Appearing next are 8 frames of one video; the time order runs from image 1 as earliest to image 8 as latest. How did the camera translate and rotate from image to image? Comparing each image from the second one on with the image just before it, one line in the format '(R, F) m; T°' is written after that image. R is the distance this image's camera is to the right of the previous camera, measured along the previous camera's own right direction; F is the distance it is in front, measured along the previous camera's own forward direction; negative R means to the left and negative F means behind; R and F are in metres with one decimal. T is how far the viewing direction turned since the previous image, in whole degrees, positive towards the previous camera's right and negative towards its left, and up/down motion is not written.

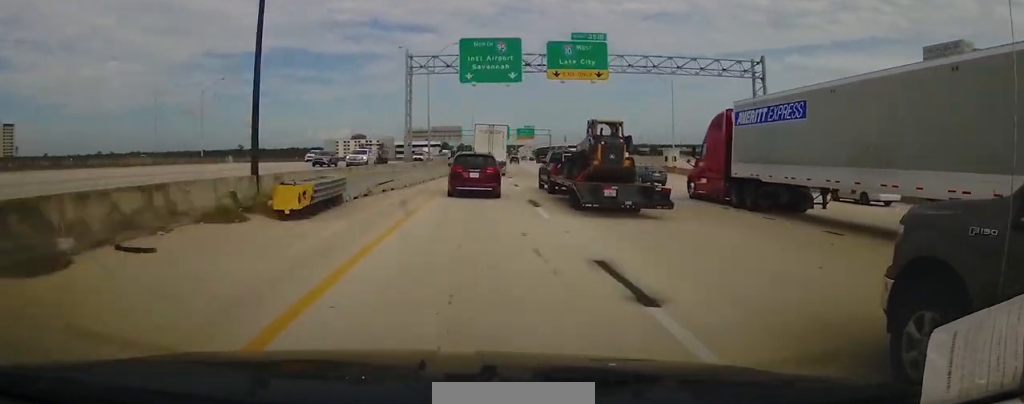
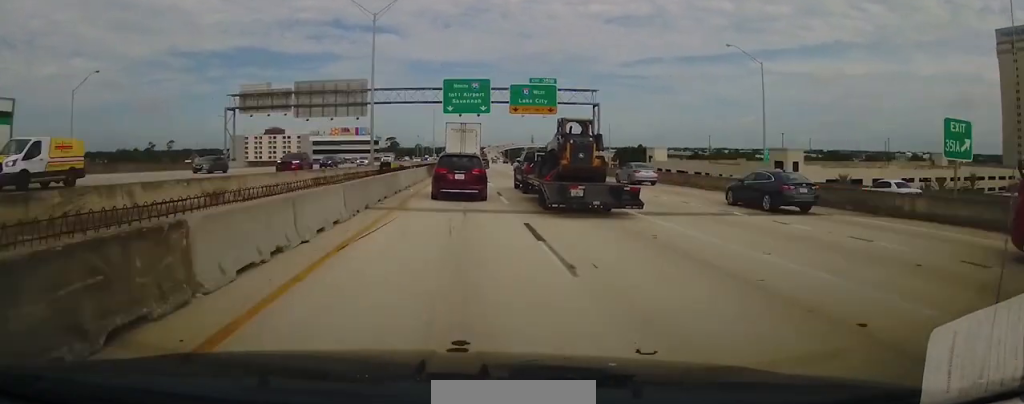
(+2.6, +105.7) m; +1°
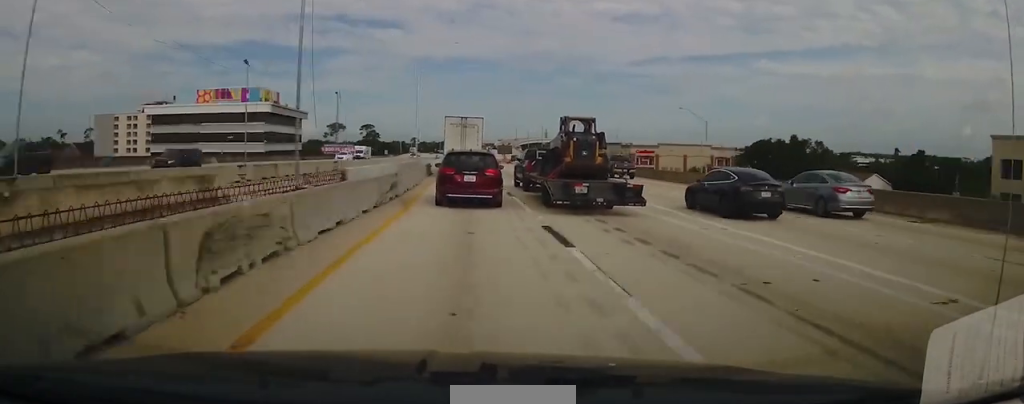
(-0.7, +128.7) m; -1°
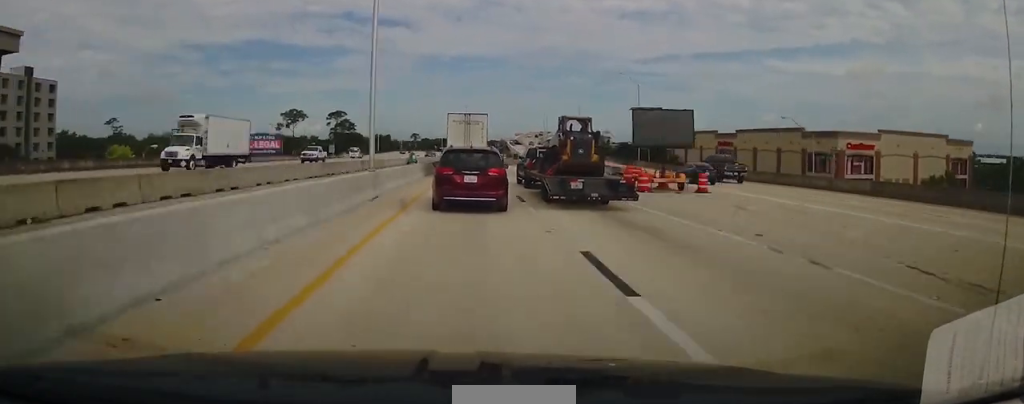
(-0.5, +97.3) m; 0°
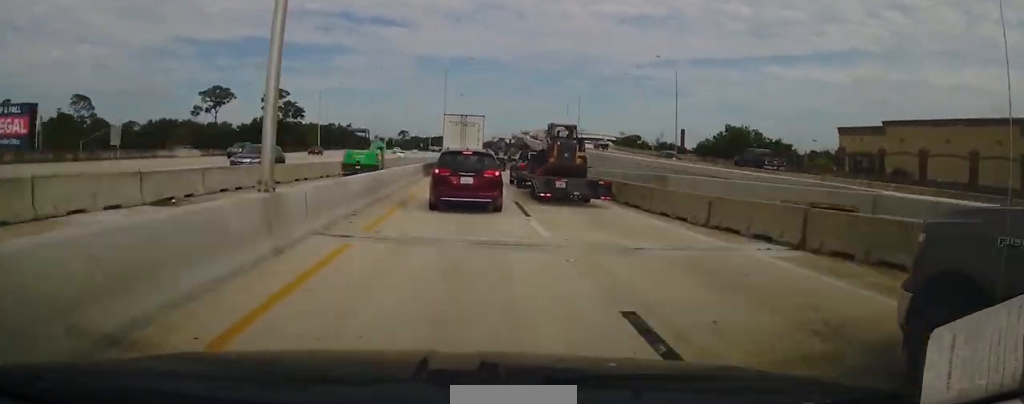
(+0.2, +74.0) m; +2°
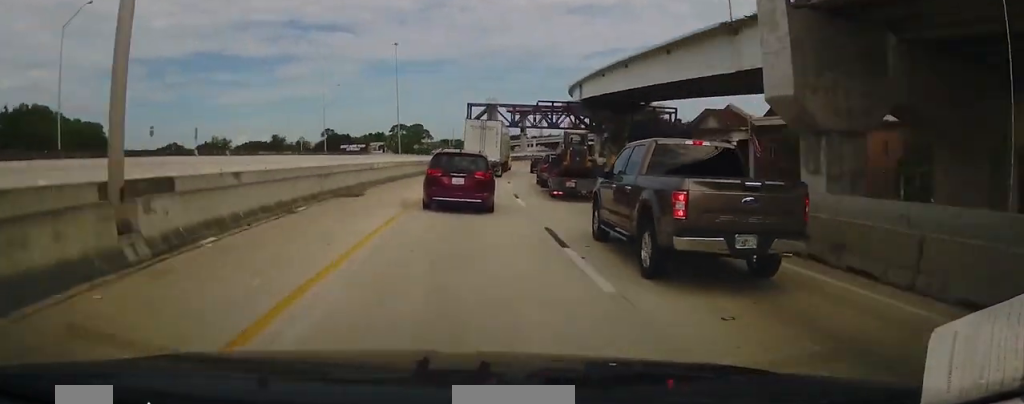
(+9.5, +150.5) m; +12°
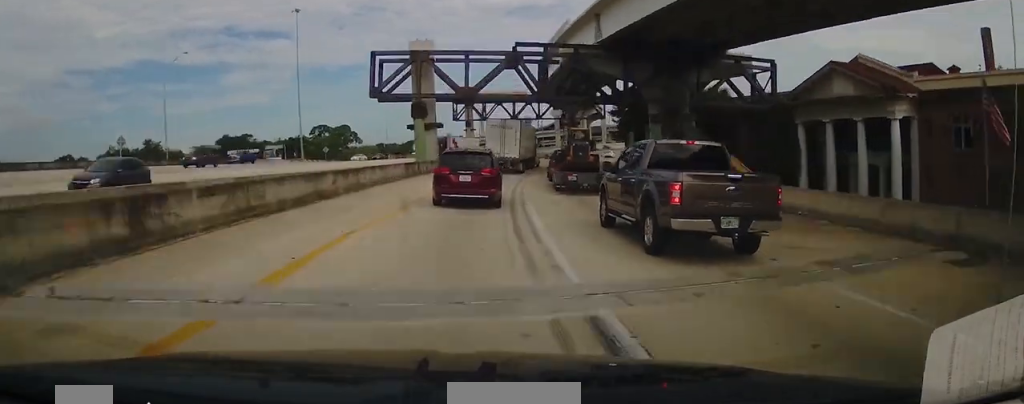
(+2.0, +48.5) m; +9°
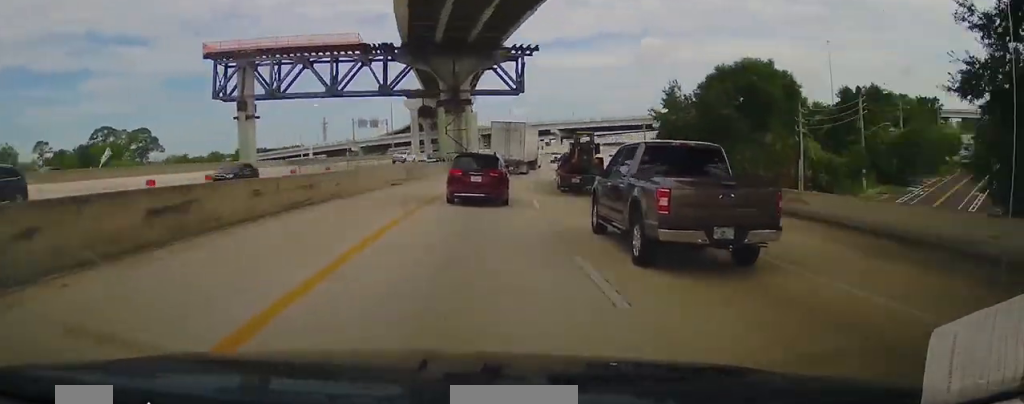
(+10.2, +71.9) m; +16°
